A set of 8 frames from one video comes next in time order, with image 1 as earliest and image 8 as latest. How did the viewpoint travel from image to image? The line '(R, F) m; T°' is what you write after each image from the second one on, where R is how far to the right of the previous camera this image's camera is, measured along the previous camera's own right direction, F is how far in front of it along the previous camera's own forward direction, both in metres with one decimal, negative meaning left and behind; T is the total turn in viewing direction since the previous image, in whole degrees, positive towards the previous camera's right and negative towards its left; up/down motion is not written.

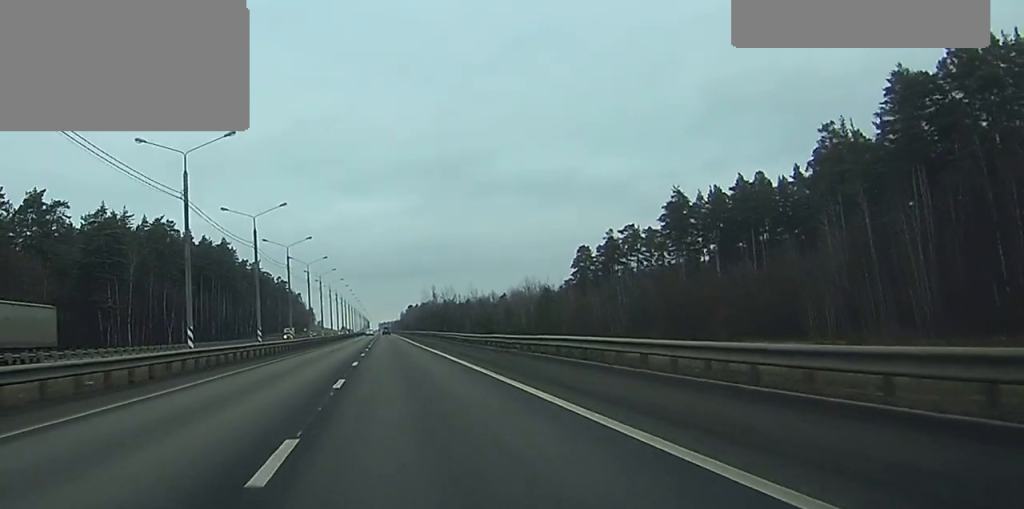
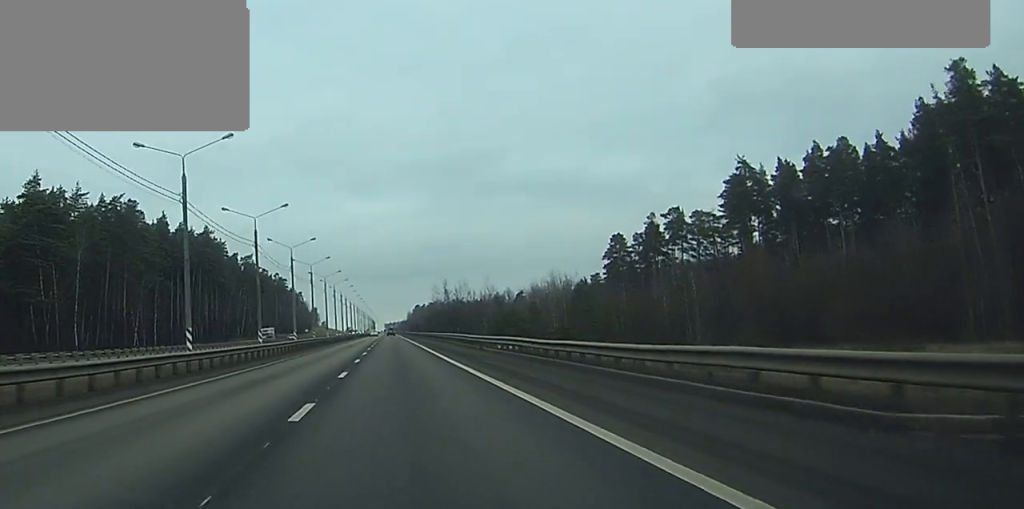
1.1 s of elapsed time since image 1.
(-0.2, +30.7) m; 0°
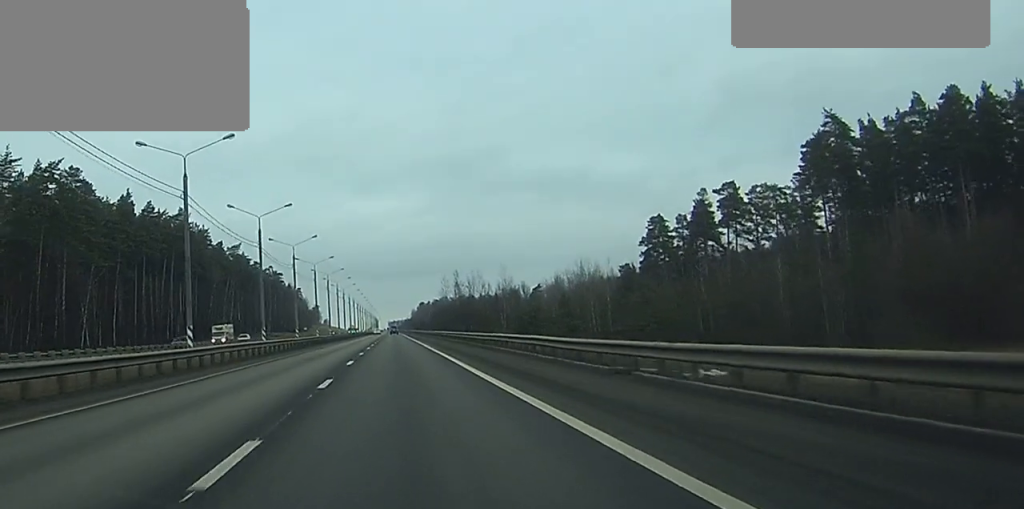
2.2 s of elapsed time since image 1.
(-0.1, +29.7) m; 0°
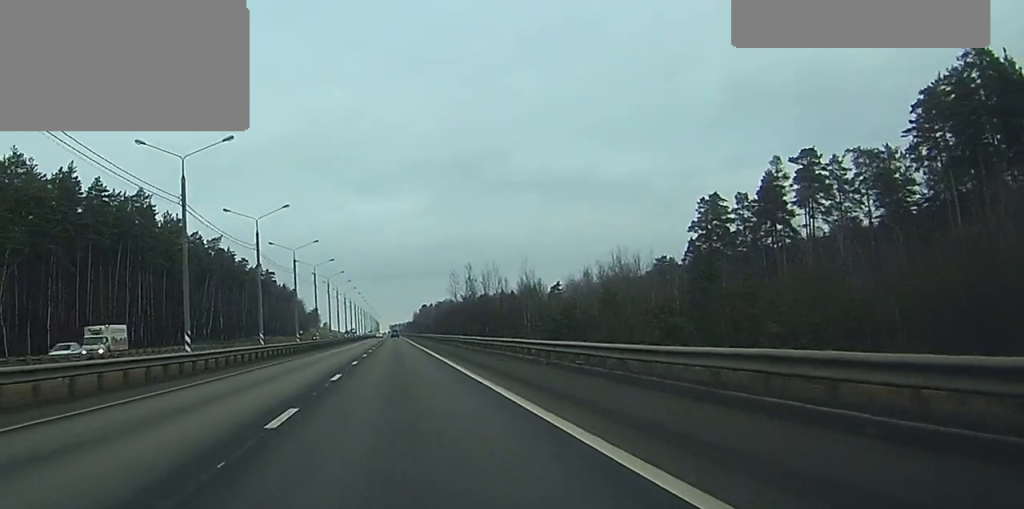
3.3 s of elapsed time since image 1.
(-0.1, +31.3) m; 0°
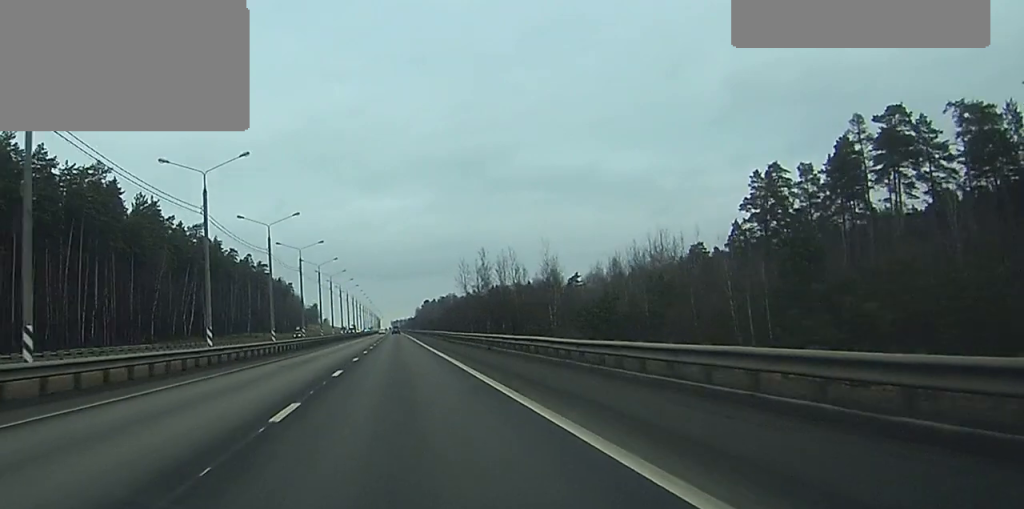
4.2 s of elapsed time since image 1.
(0.0, +23.7) m; 0°
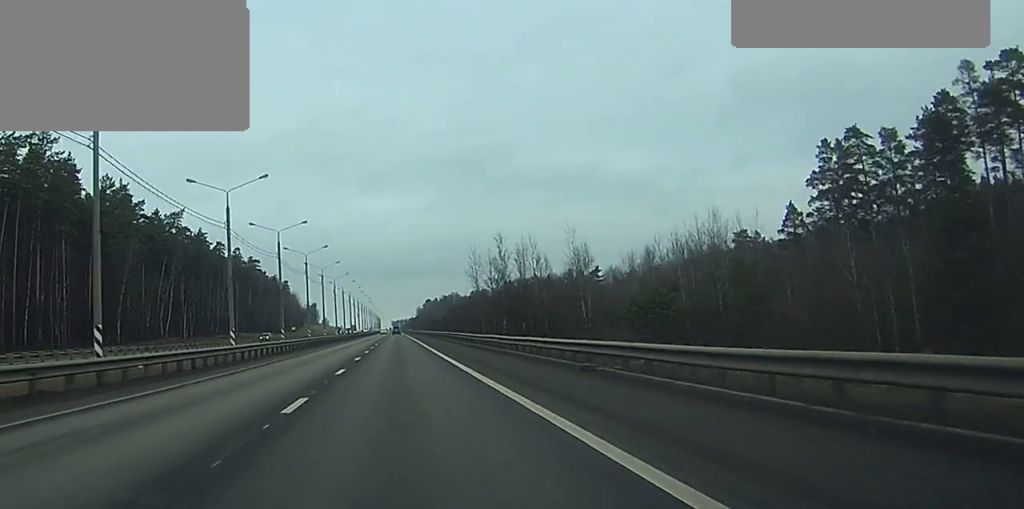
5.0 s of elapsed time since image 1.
(0.0, +22.7) m; 0°
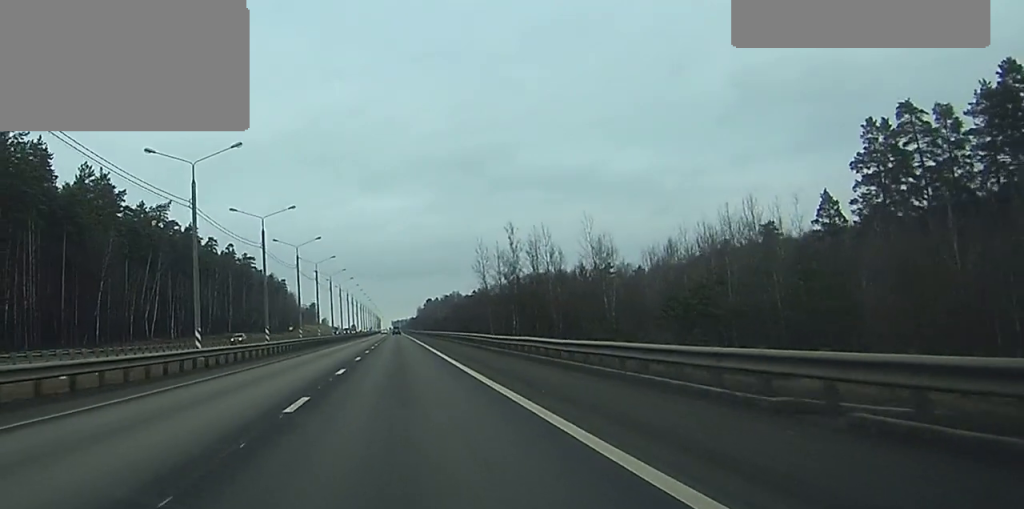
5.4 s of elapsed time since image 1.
(0.0, +11.8) m; 0°
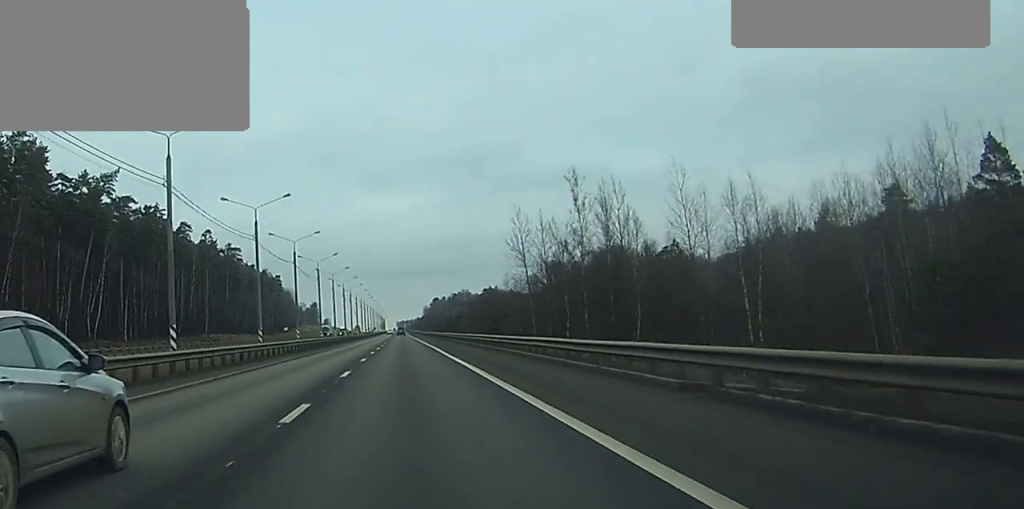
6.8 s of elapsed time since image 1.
(0.0, +37.8) m; 0°
